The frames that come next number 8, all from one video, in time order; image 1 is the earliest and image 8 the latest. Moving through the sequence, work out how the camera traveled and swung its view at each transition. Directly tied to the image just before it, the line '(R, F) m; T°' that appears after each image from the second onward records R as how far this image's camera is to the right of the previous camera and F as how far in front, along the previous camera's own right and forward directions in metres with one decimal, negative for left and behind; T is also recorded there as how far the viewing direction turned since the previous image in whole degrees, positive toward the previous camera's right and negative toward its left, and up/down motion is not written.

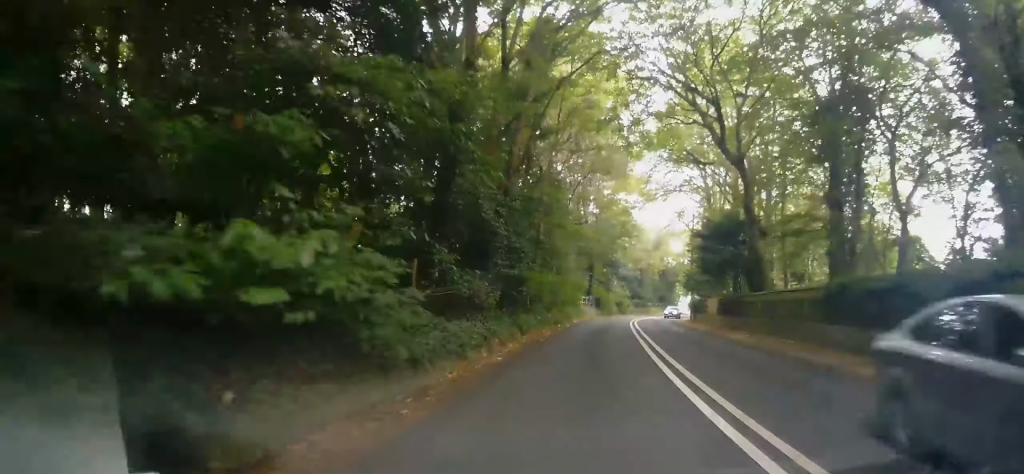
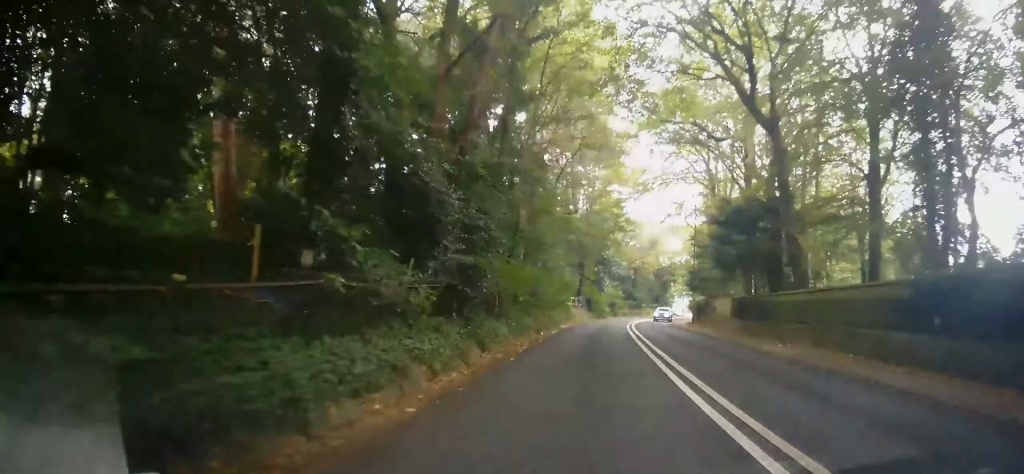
(+0.2, +5.8) m; +1°
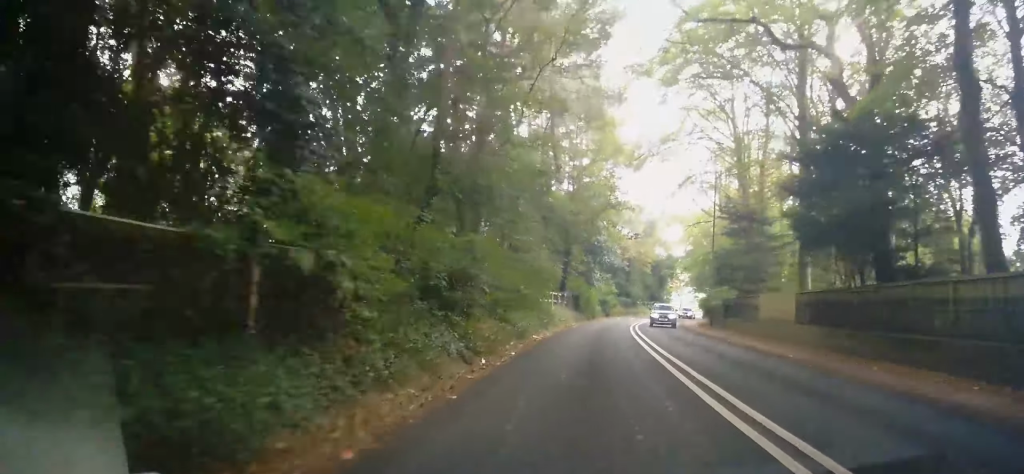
(+0.2, +11.3) m; +2°
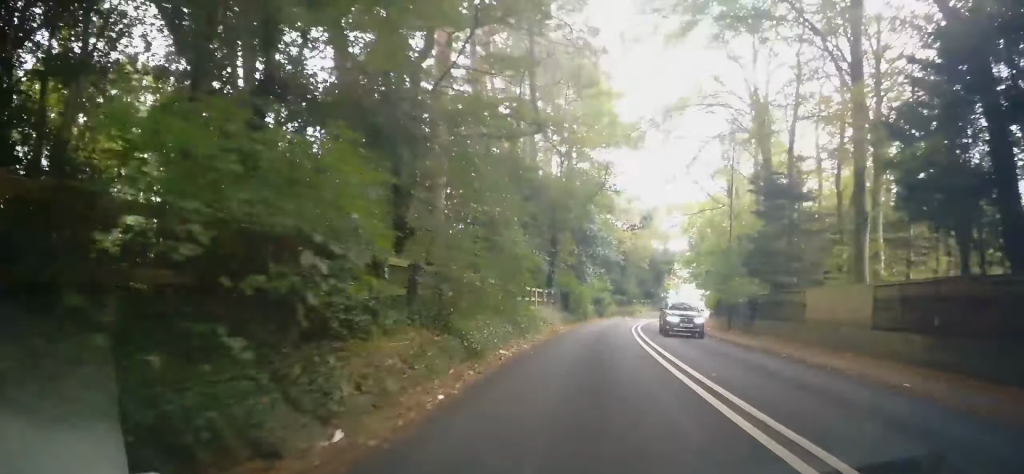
(0.0, +6.4) m; +1°
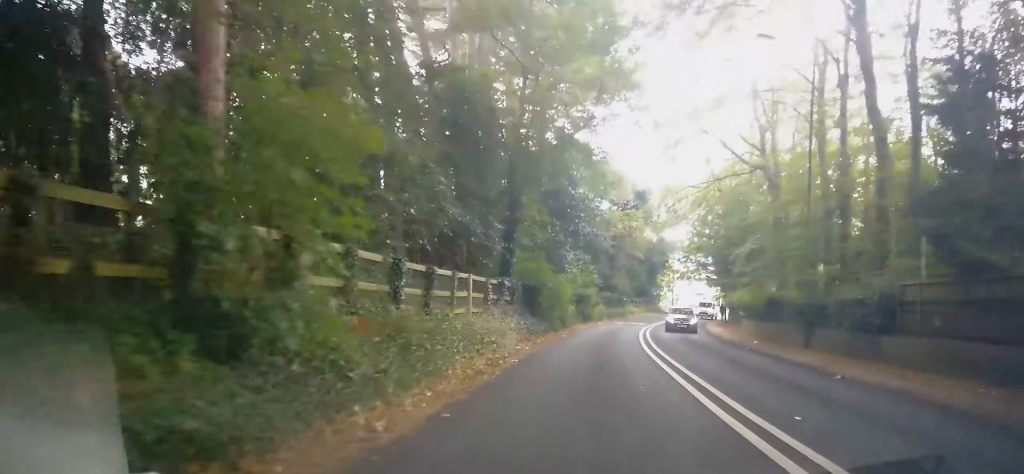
(+0.5, +13.8) m; +2°
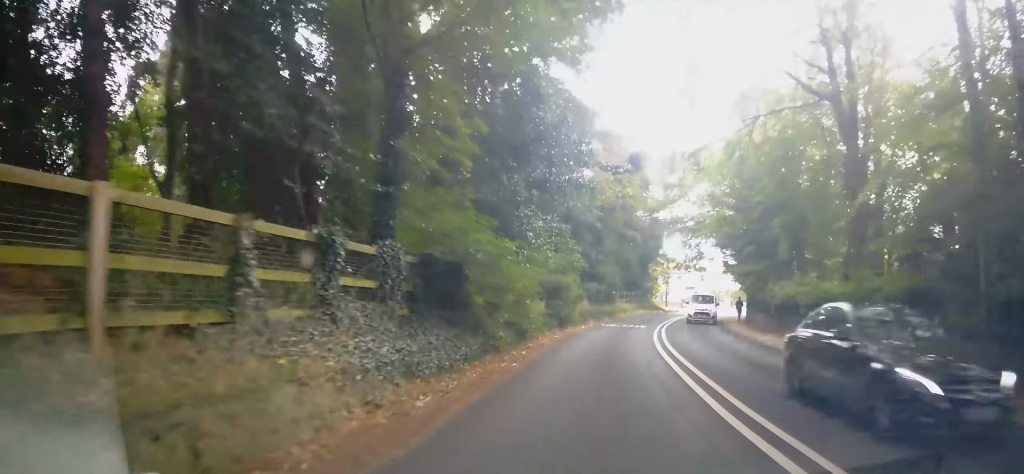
(-0.1, +13.3) m; +1°
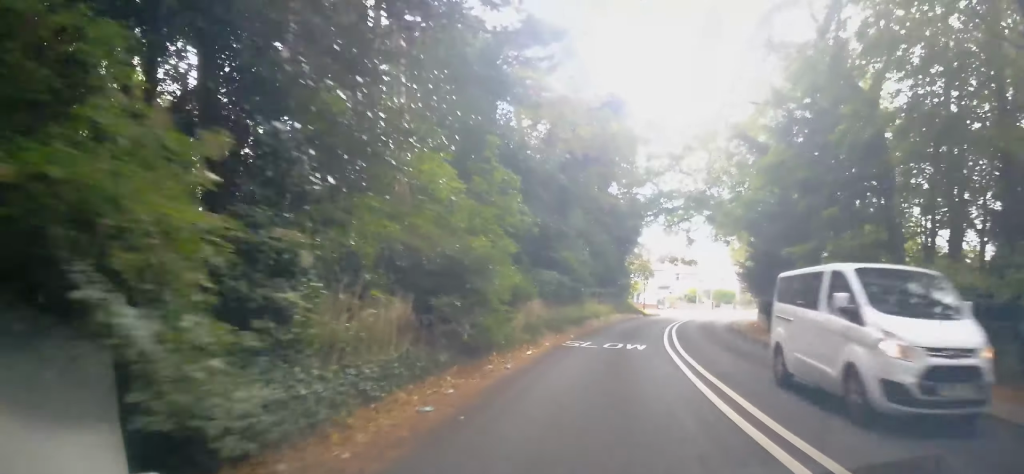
(+0.4, +14.1) m; +2°
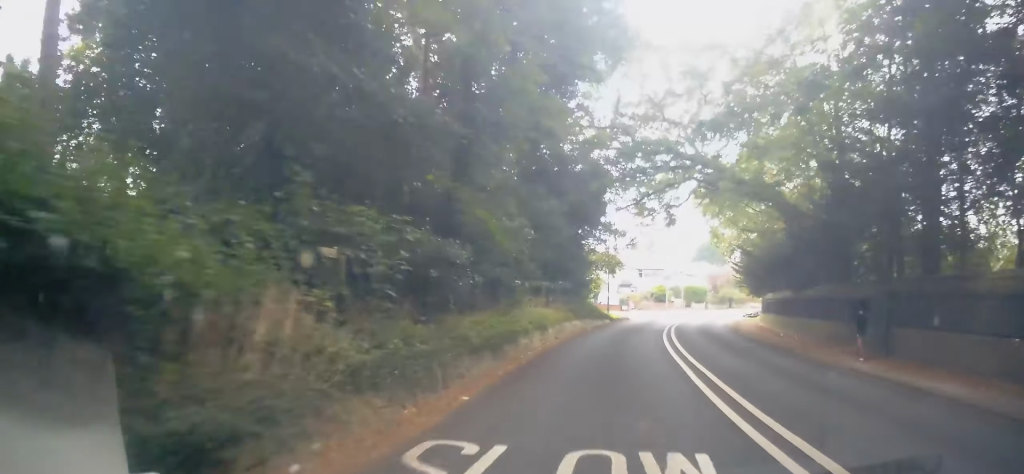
(-0.1, +12.8) m; +3°
